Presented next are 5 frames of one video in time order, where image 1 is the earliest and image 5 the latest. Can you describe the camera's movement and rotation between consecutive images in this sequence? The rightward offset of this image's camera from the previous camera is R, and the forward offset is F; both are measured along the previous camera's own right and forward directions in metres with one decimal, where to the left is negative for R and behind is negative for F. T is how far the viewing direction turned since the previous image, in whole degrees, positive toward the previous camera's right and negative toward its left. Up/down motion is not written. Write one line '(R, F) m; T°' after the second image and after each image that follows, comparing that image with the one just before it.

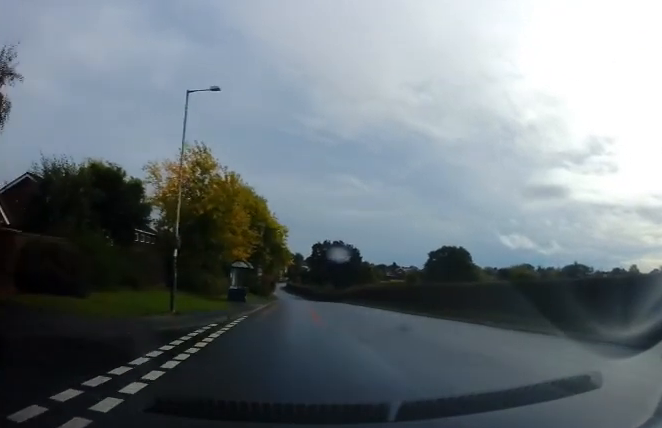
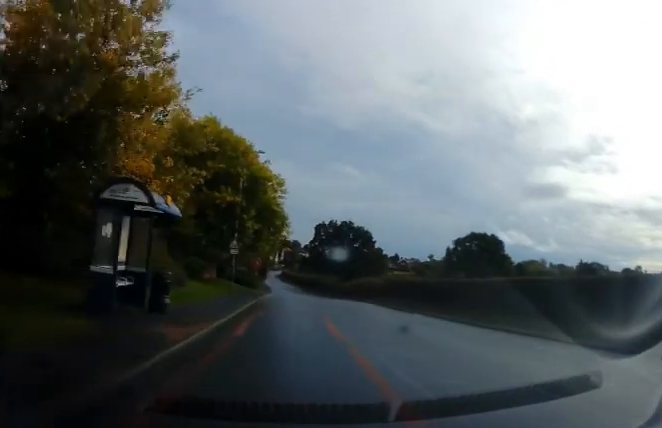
(0.0, +20.2) m; 0°
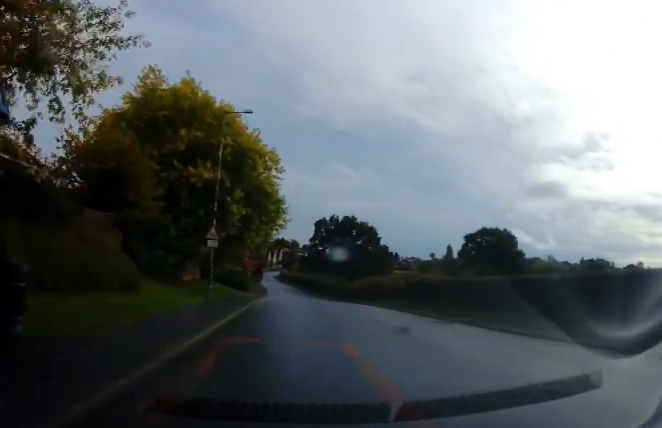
(0.0, +7.4) m; 0°
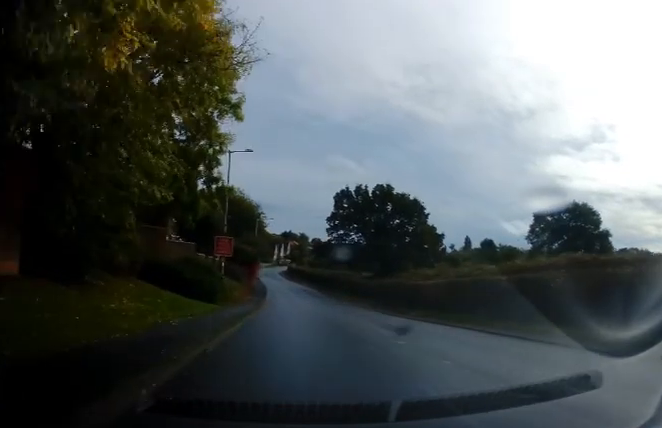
(0.0, +25.1) m; 0°
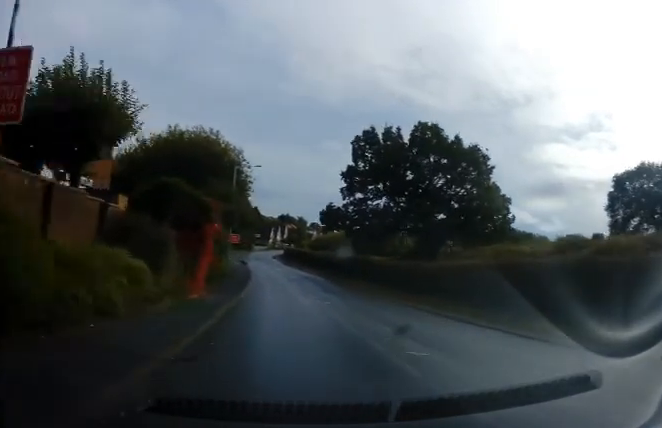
(0.0, +19.8) m; -1°
